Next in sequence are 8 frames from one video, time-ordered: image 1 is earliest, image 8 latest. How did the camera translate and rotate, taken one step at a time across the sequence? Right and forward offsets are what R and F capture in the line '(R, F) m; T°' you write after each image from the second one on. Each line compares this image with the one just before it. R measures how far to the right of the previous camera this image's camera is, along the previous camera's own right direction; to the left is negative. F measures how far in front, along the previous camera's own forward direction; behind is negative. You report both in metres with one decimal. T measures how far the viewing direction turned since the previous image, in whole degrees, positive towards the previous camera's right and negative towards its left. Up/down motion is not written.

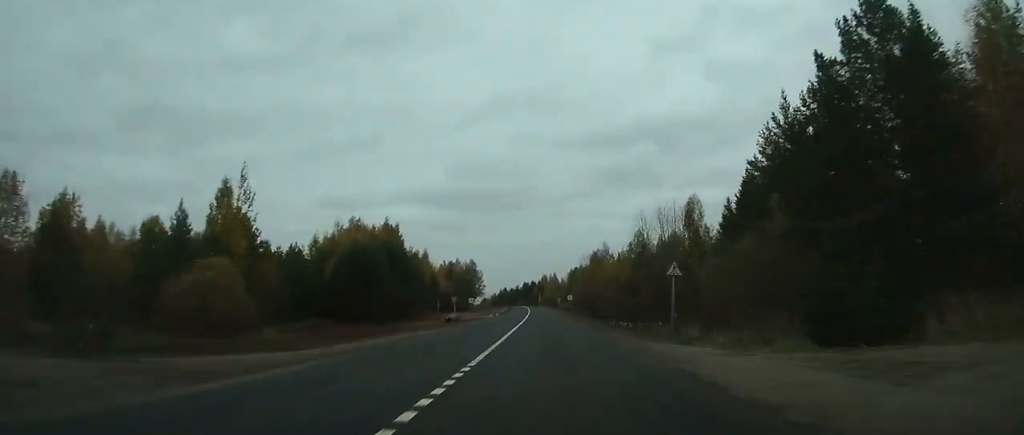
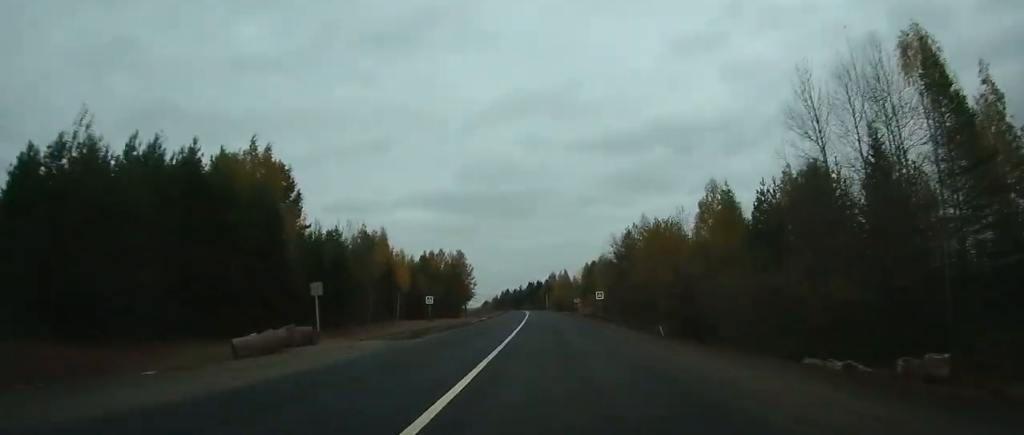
(-0.4, +56.1) m; -1°
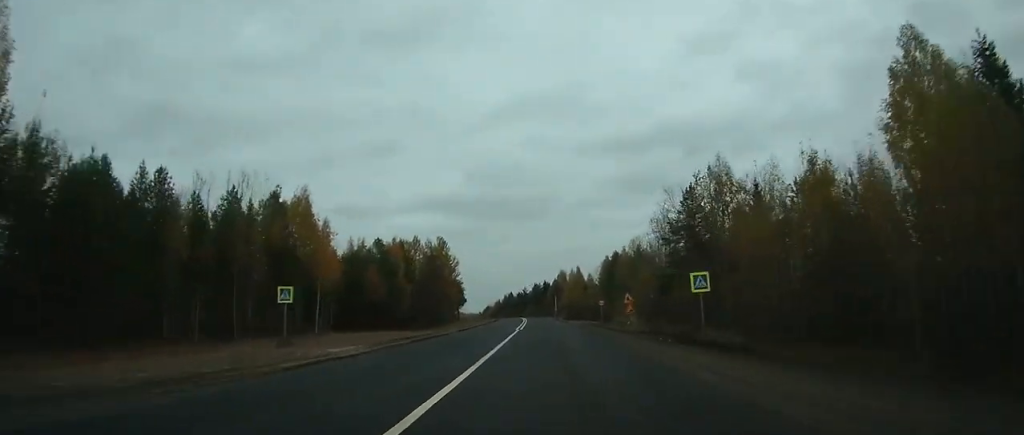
(-0.4, +46.7) m; -1°
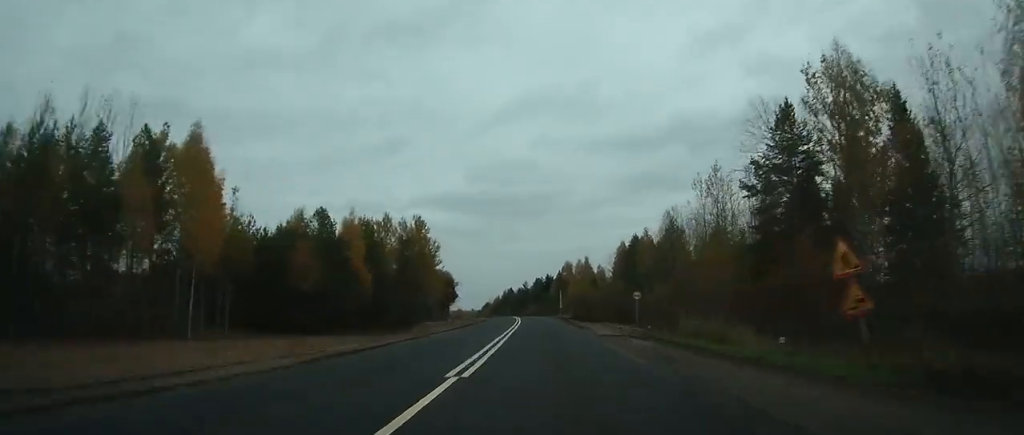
(0.0, +29.0) m; -1°
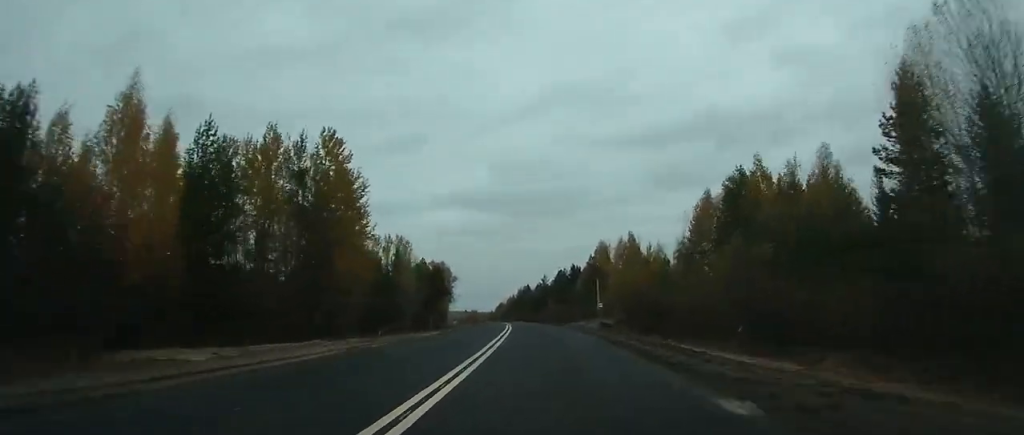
(-0.6, +55.4) m; -2°
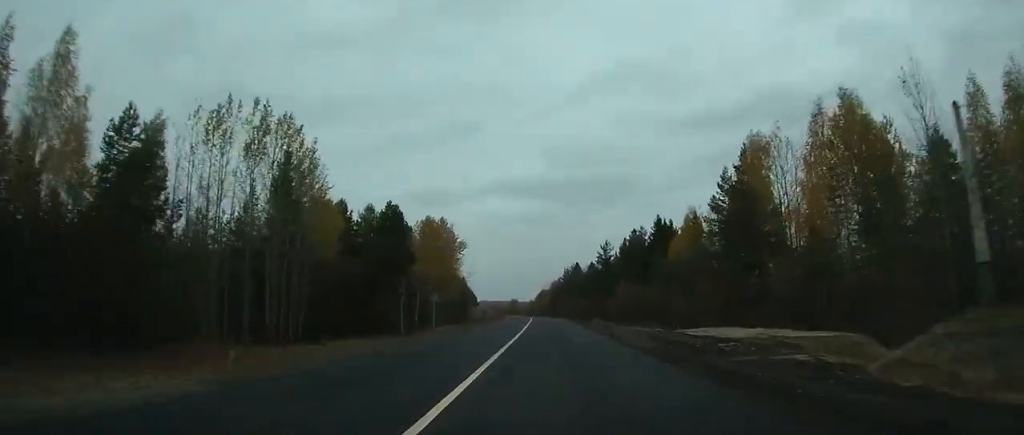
(-2.7, +71.9) m; -3°
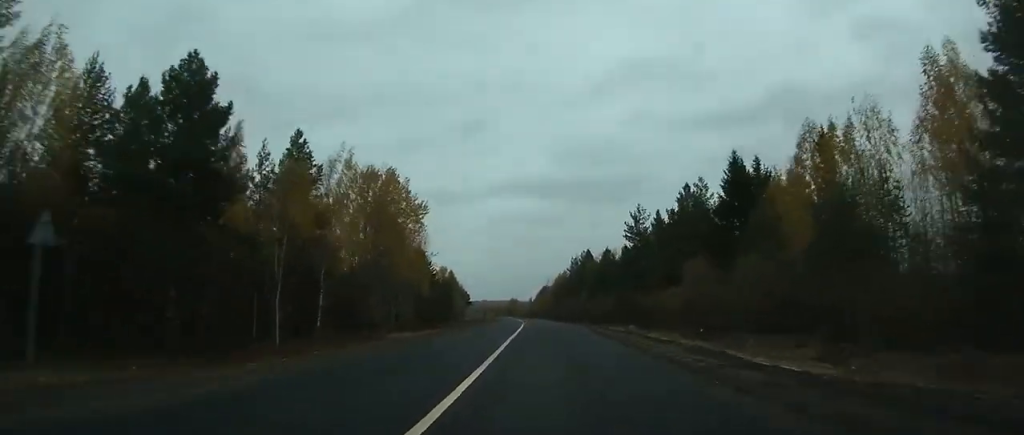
(-0.4, +40.9) m; -1°
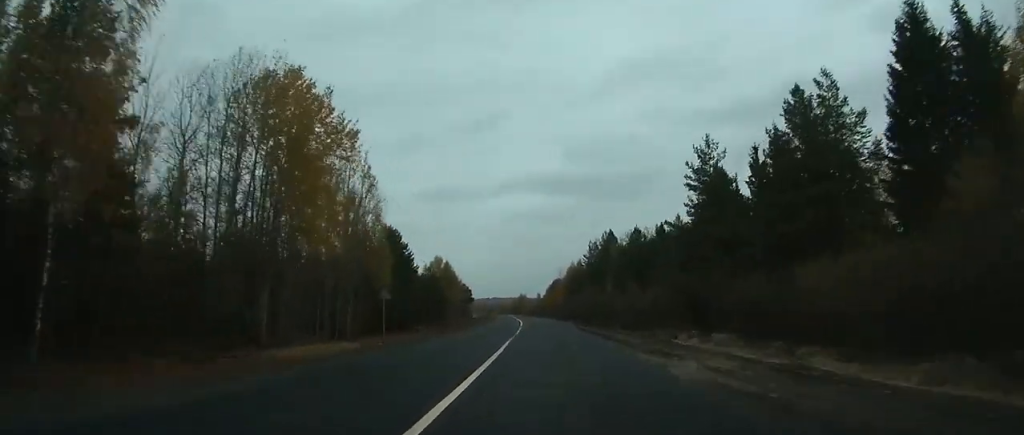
(-0.1, +33.9) m; -1°
